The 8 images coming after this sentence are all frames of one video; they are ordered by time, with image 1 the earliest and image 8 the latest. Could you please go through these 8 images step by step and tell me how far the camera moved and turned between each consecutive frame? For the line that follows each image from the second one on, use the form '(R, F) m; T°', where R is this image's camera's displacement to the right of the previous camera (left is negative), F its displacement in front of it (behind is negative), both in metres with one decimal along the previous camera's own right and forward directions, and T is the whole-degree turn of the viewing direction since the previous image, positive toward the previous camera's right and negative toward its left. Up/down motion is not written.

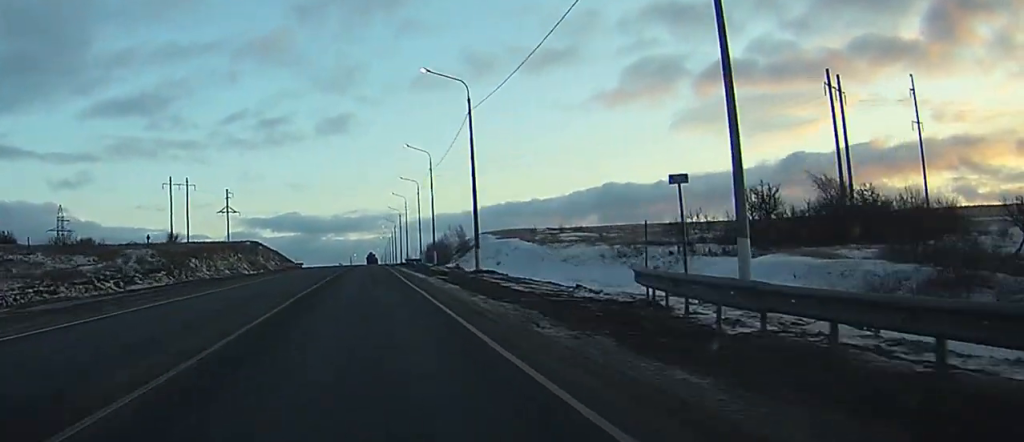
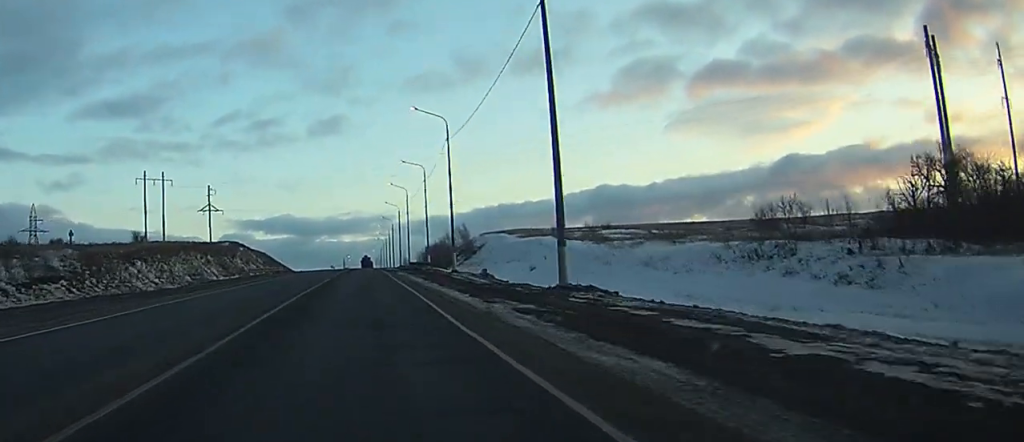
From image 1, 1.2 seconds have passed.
(-0.1, +23.2) m; 0°
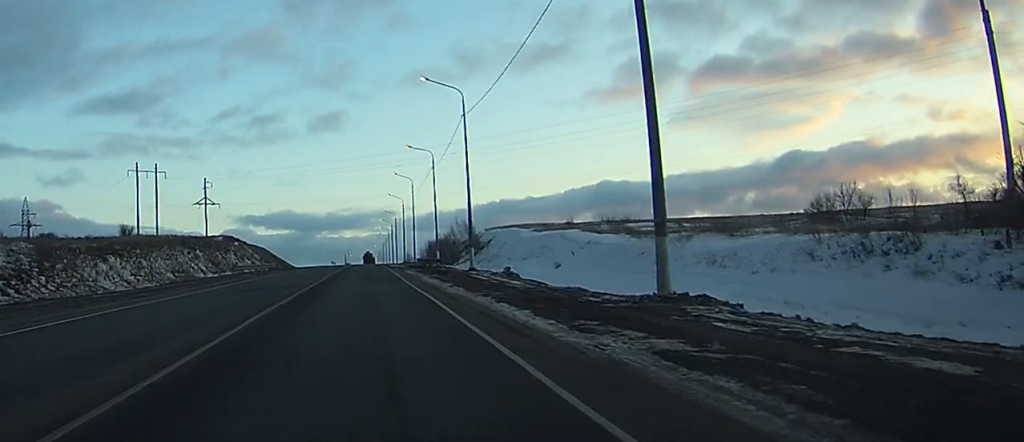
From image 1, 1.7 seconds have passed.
(0.0, +9.5) m; 0°
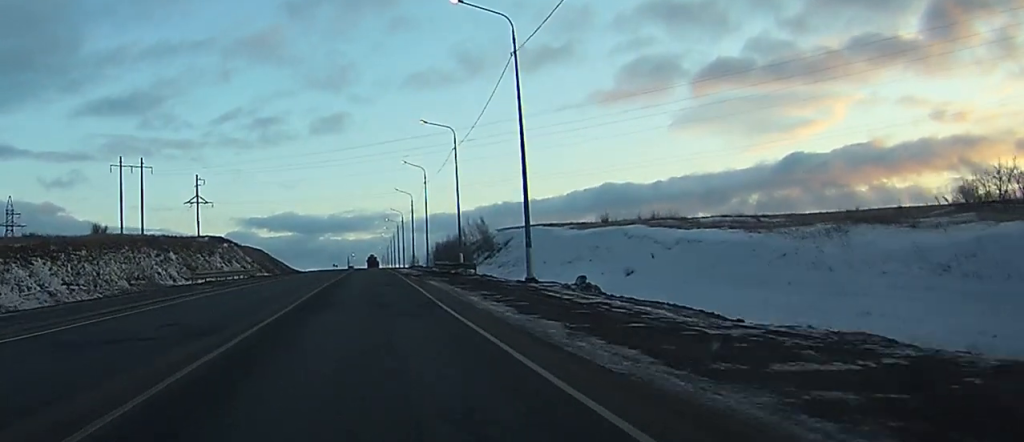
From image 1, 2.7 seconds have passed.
(+0.1, +17.7) m; 0°
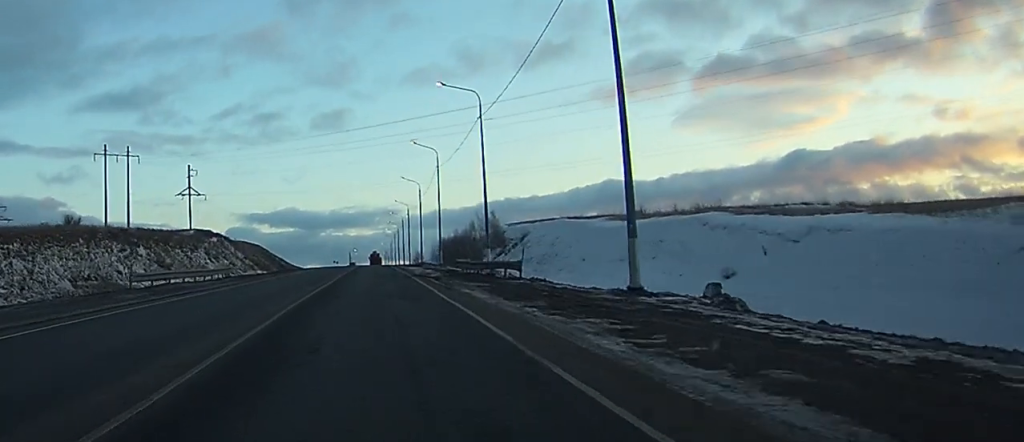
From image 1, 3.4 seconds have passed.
(0.0, +14.0) m; 0°
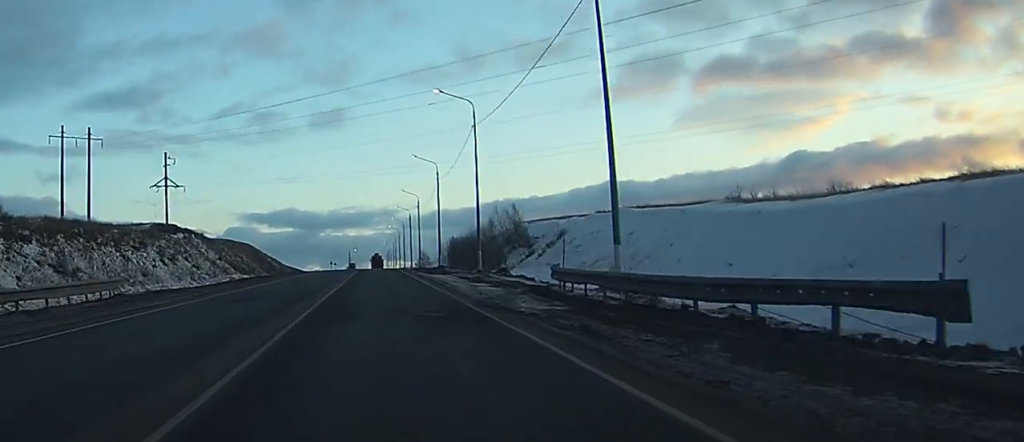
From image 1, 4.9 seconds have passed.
(0.0, +27.8) m; 0°
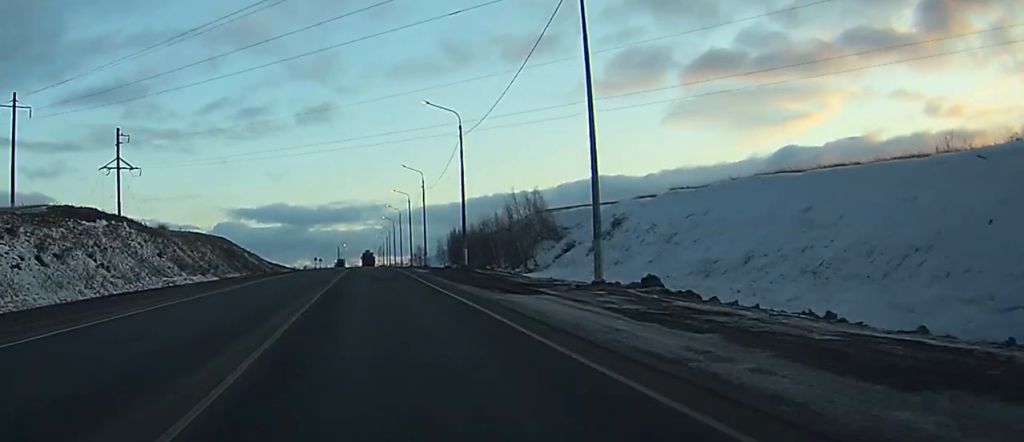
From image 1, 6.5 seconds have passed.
(-0.2, +31.5) m; 0°
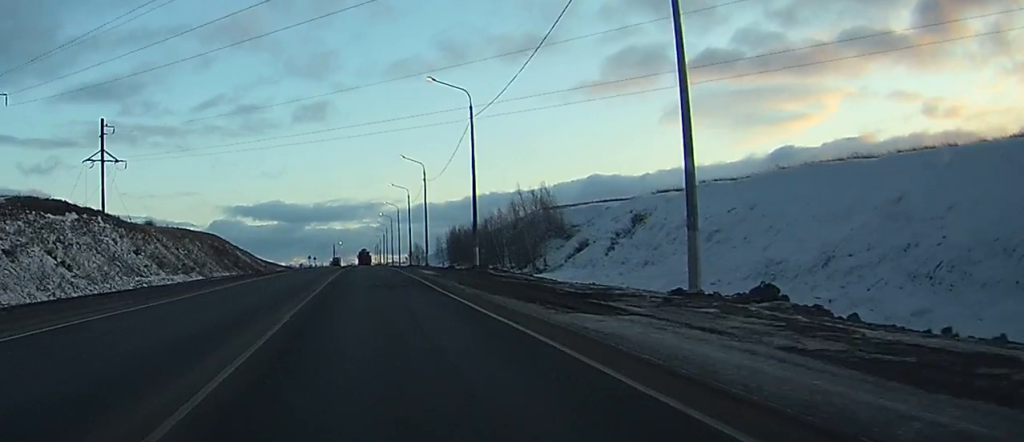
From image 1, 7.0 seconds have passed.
(0.0, +8.2) m; 0°
